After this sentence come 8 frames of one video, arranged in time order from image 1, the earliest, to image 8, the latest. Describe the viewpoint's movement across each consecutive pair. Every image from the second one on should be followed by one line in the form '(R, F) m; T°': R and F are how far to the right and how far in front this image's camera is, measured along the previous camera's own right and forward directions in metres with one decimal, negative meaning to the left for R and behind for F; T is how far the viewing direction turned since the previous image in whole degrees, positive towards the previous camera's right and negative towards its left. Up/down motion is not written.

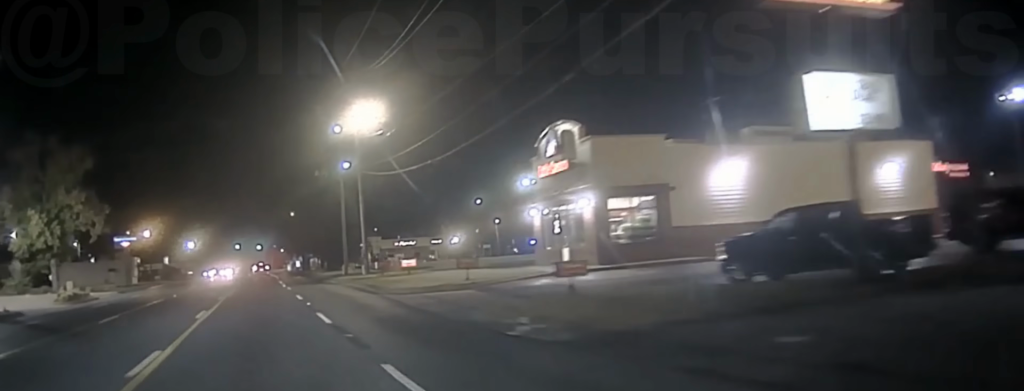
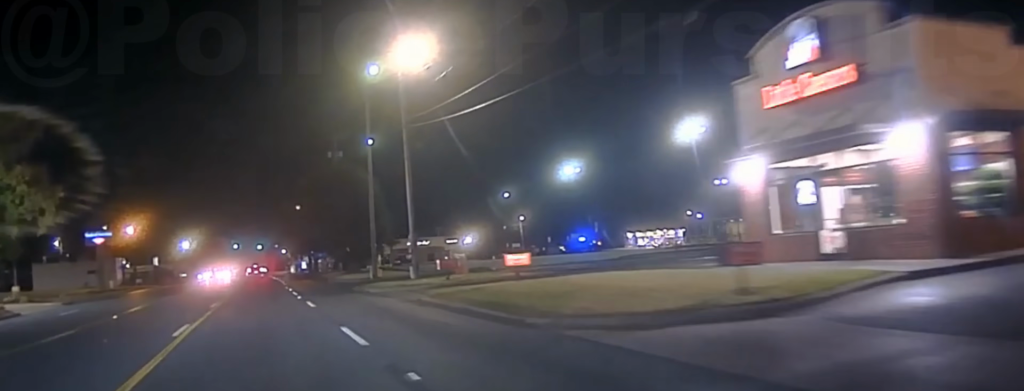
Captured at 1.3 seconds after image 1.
(0.0, +19.8) m; 0°
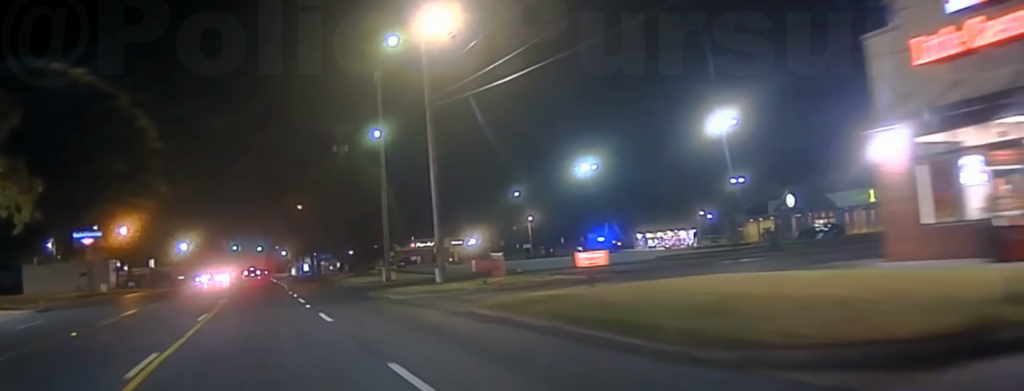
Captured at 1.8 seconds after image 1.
(0.0, +5.5) m; 0°
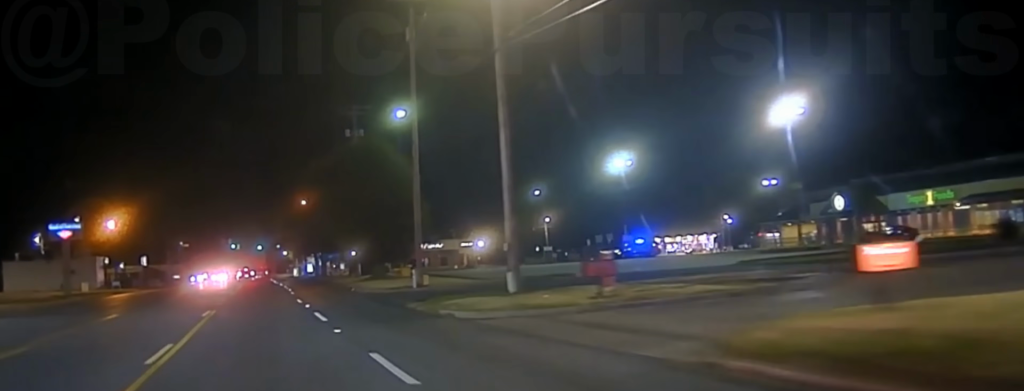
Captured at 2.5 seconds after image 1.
(0.0, +8.9) m; 0°
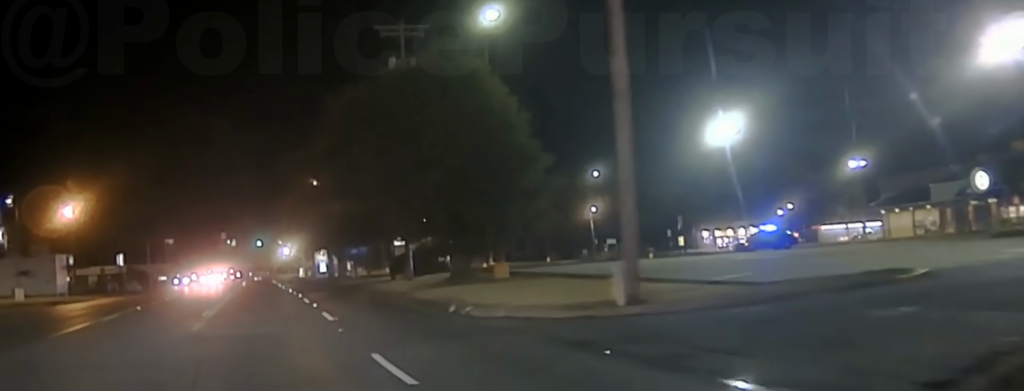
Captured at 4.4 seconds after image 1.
(0.0, +22.0) m; 0°
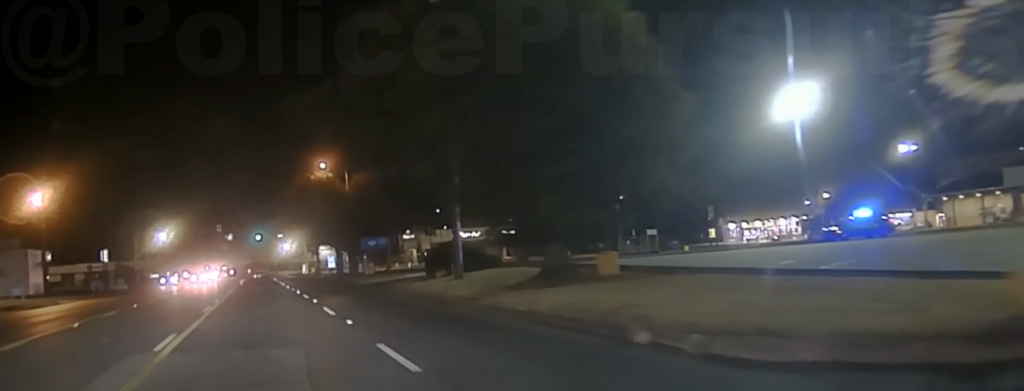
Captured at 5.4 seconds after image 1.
(0.0, +11.1) m; 0°
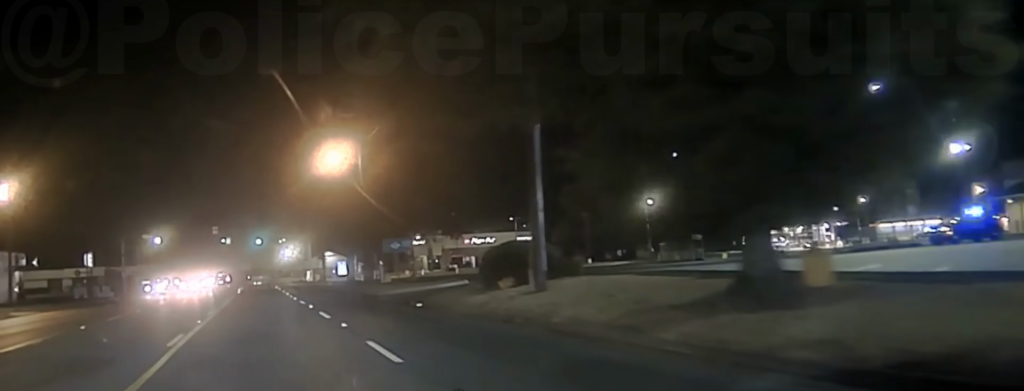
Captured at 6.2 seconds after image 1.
(0.0, +10.1) m; 0°
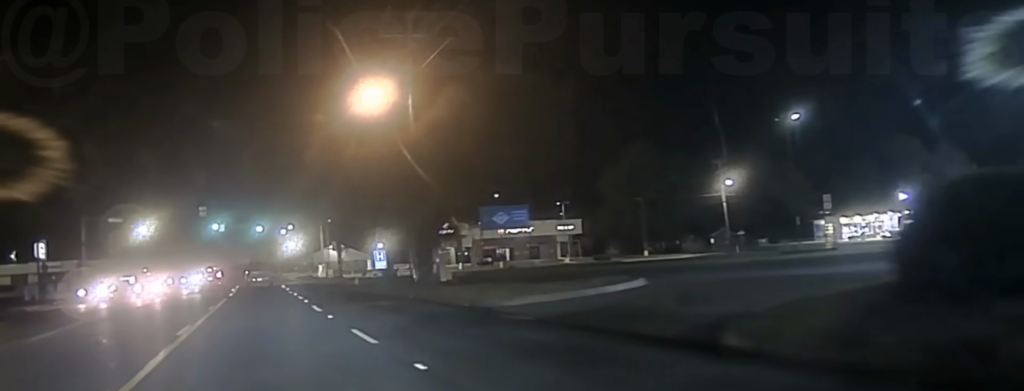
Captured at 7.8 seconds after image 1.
(0.0, +22.6) m; 0°
